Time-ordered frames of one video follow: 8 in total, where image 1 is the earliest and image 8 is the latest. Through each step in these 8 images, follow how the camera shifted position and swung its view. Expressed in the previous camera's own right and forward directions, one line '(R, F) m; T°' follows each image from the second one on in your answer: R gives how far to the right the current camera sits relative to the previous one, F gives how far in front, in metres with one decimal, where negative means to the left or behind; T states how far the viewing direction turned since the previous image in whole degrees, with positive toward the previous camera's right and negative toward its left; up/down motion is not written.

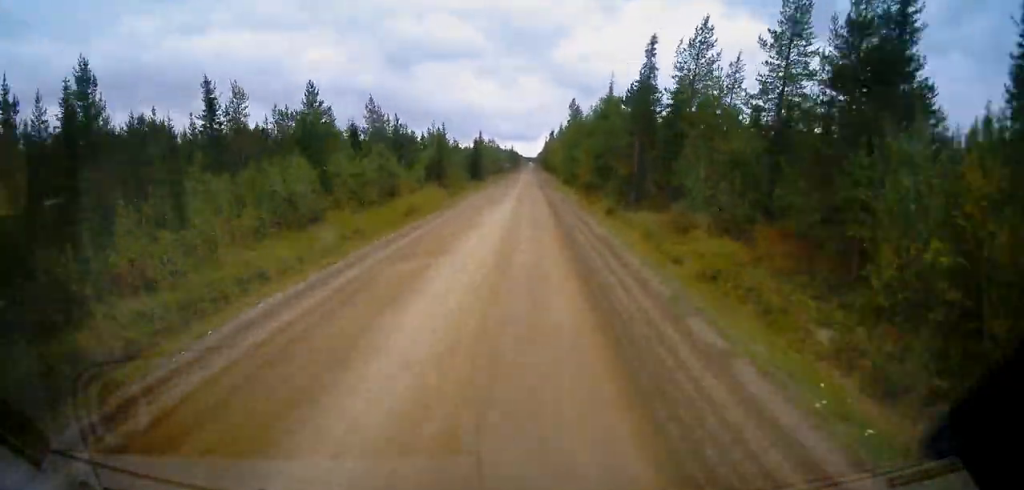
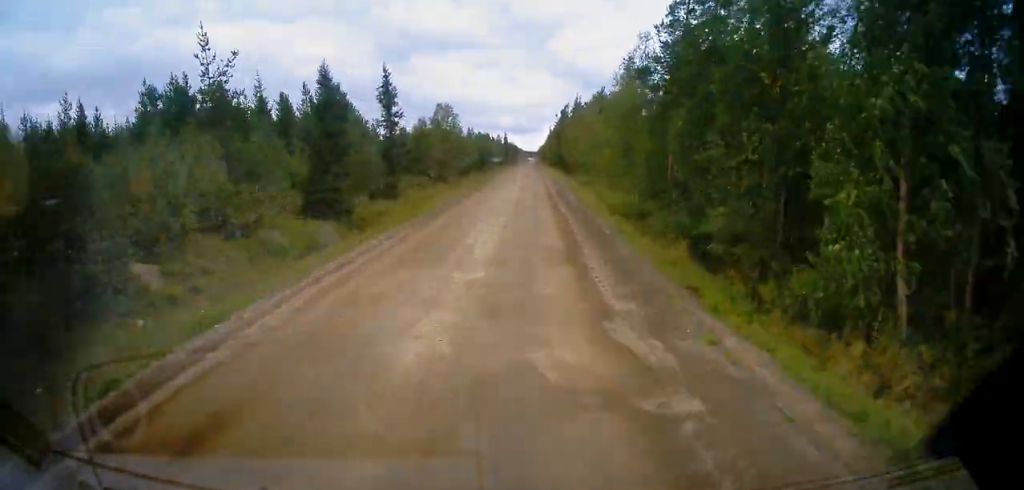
(+0.2, +52.8) m; +1°
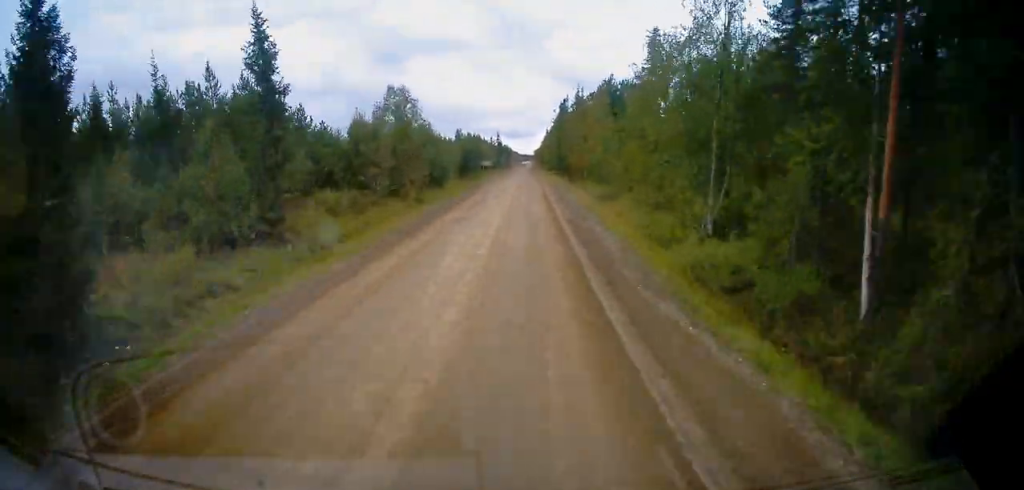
(+0.1, +14.1) m; 0°
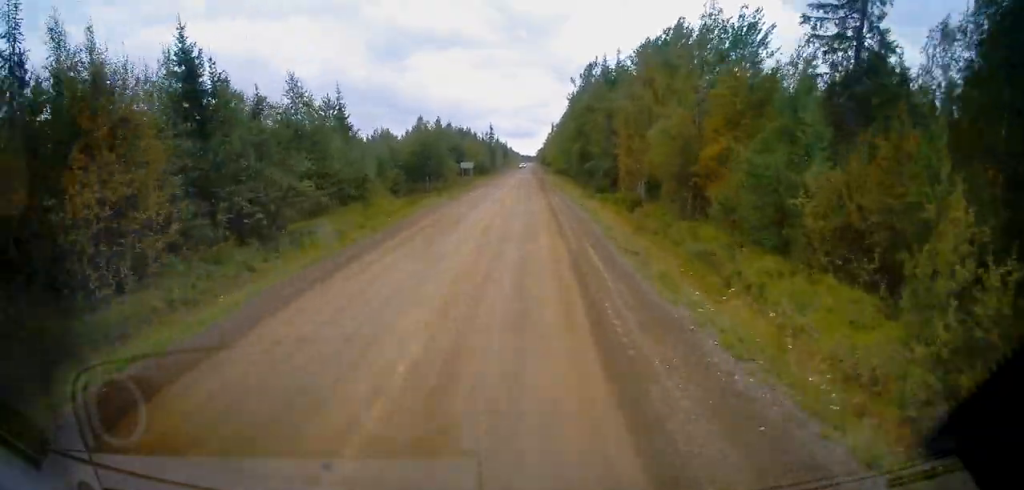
(+0.1, +29.7) m; 0°
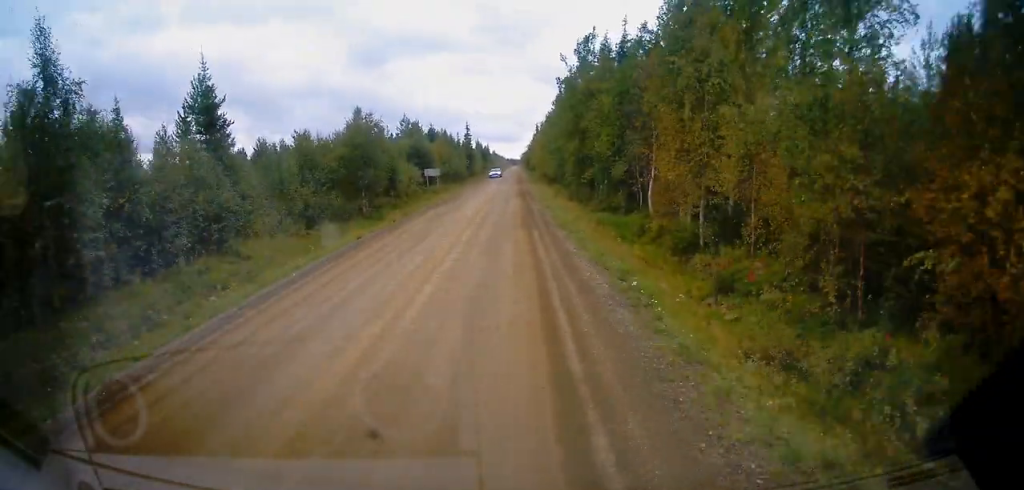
(-0.2, +18.8) m; -1°
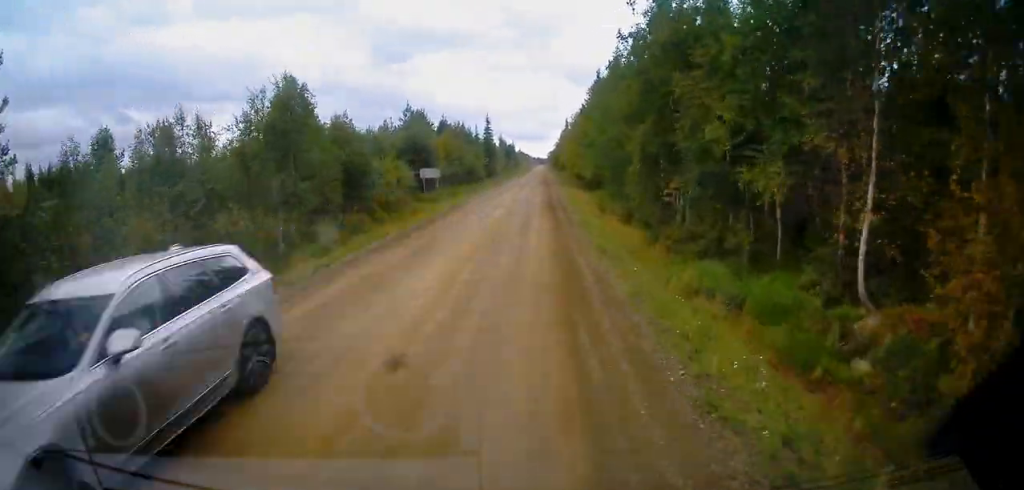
(-0.2, +24.1) m; -1°
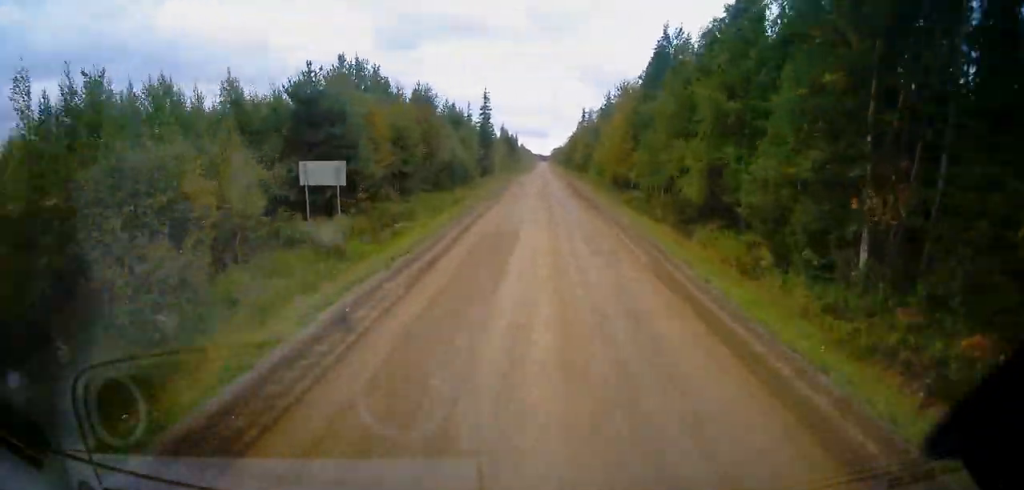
(-0.3, +32.7) m; 0°
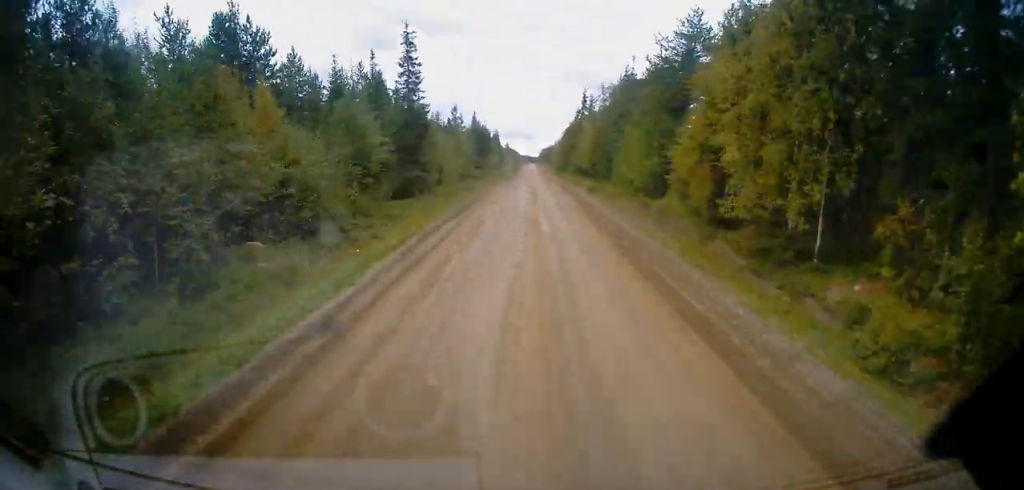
(+0.2, +36.4) m; 0°
